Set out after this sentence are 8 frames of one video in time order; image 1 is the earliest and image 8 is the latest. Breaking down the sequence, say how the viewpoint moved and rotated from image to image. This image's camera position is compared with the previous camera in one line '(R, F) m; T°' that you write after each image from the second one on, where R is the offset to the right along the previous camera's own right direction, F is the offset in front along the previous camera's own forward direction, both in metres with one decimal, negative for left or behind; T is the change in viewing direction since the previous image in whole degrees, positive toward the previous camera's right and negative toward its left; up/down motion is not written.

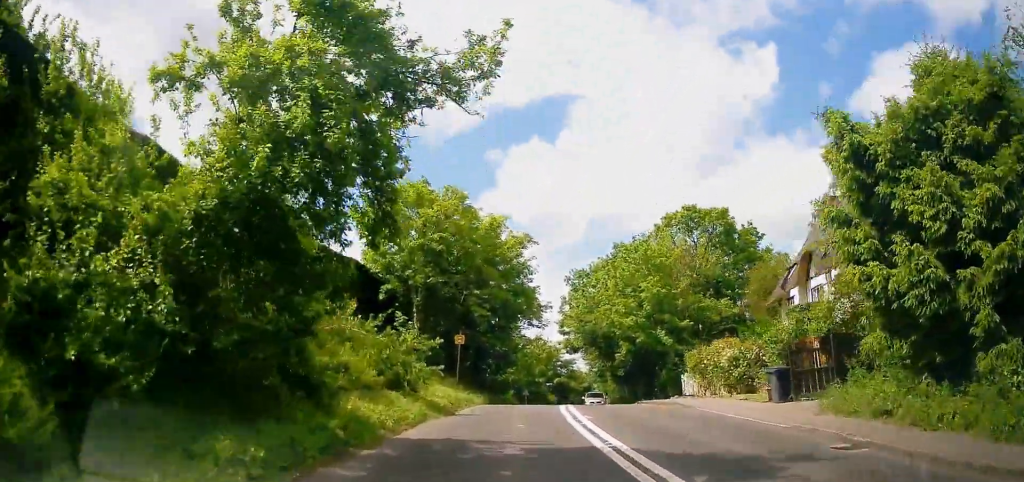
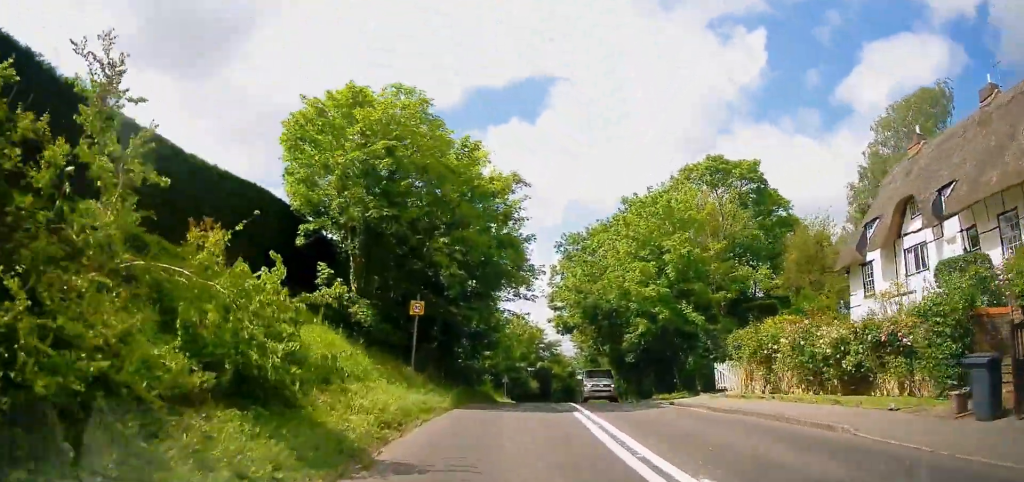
(+0.3, +9.2) m; +4°
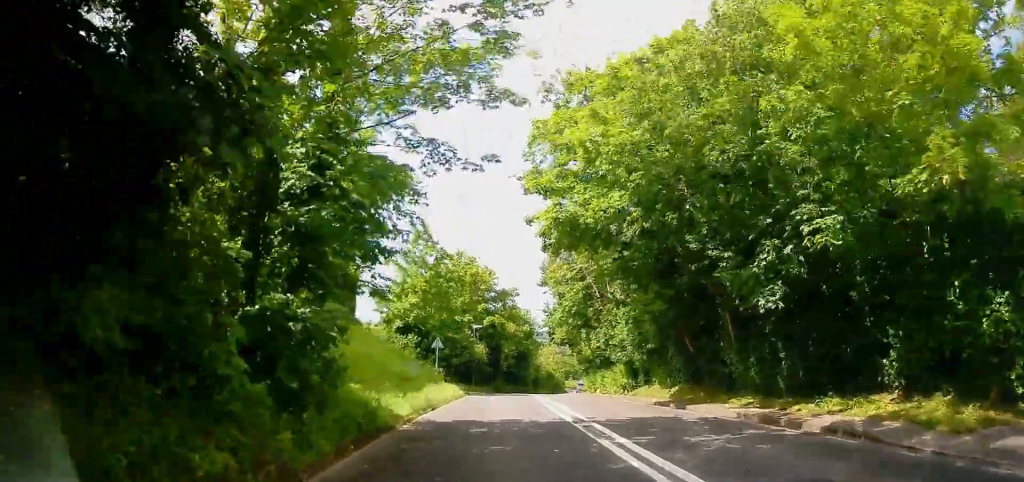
(+1.7, +21.7) m; +3°
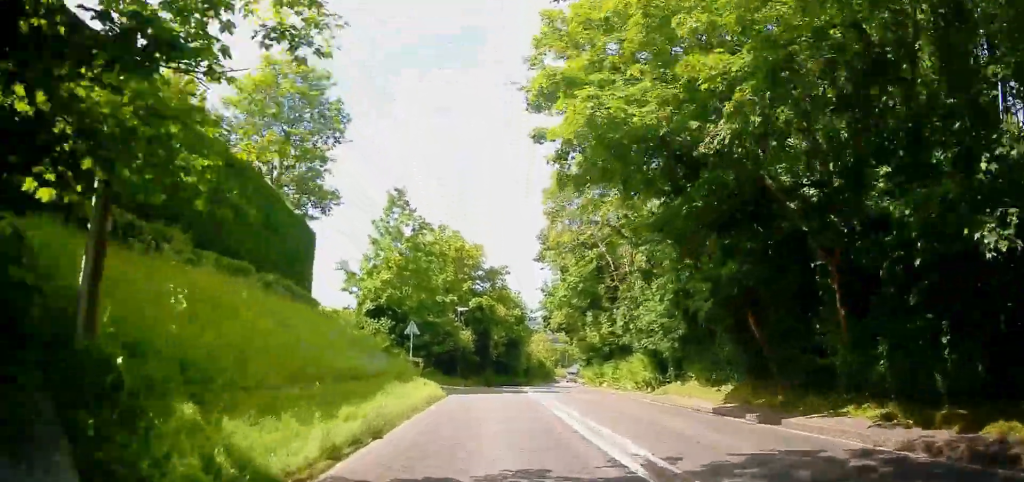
(-0.2, +6.7) m; -4°
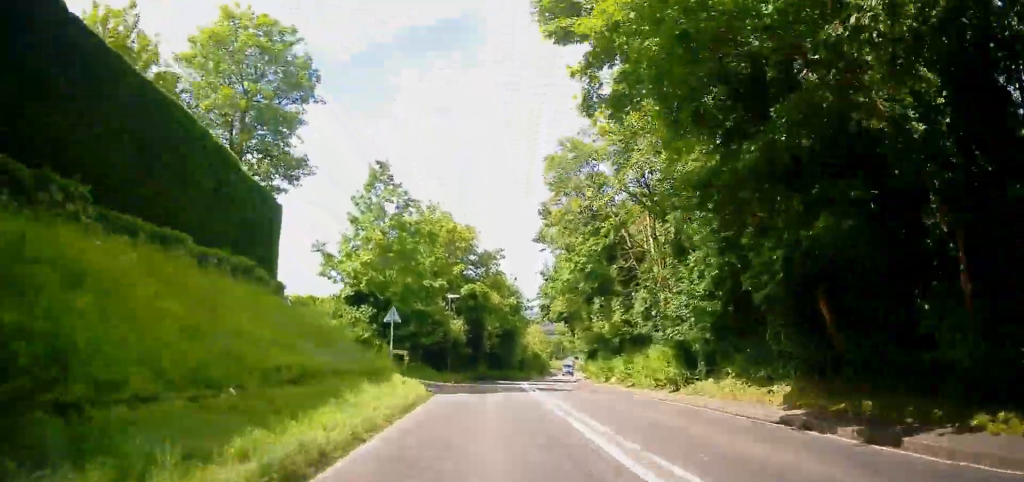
(-0.1, +4.1) m; -3°
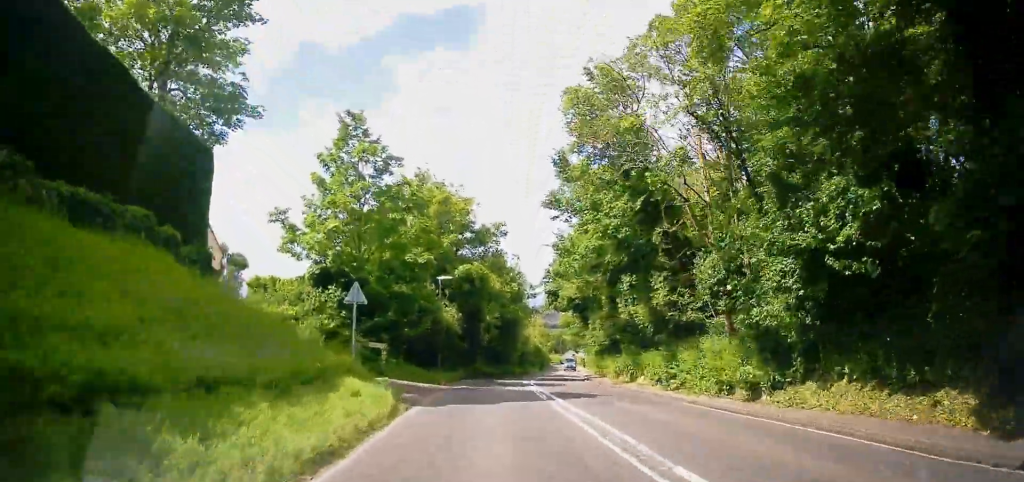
(-0.3, +6.5) m; +1°
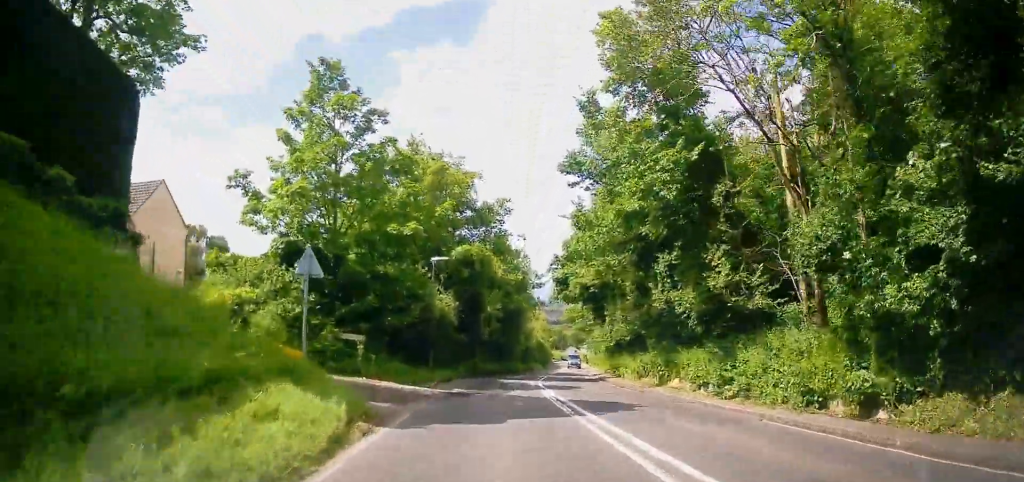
(-0.6, +4.8) m; +4°
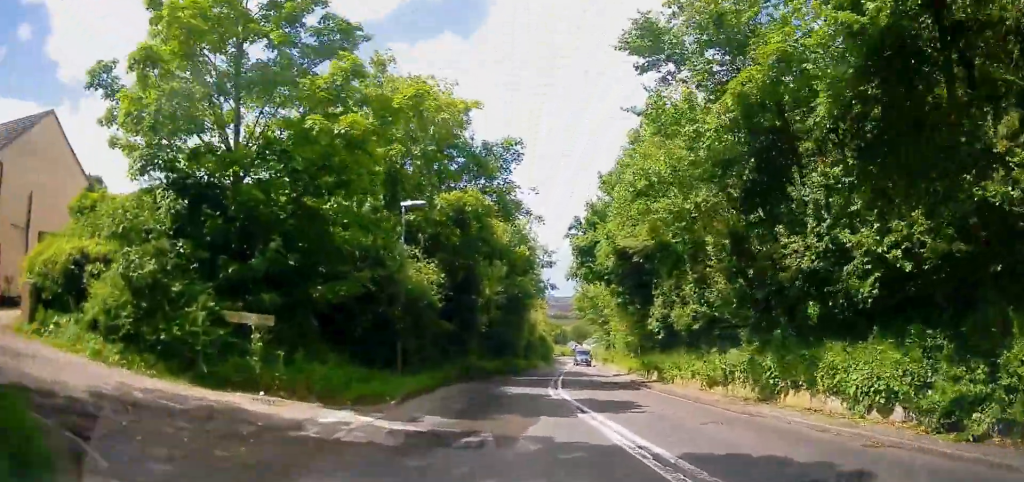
(+1.5, +8.8) m; +11°
